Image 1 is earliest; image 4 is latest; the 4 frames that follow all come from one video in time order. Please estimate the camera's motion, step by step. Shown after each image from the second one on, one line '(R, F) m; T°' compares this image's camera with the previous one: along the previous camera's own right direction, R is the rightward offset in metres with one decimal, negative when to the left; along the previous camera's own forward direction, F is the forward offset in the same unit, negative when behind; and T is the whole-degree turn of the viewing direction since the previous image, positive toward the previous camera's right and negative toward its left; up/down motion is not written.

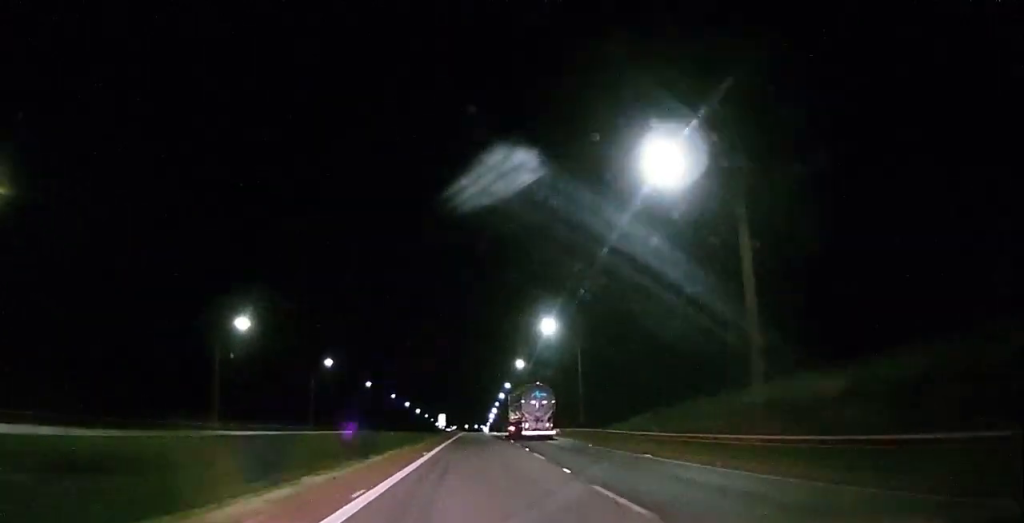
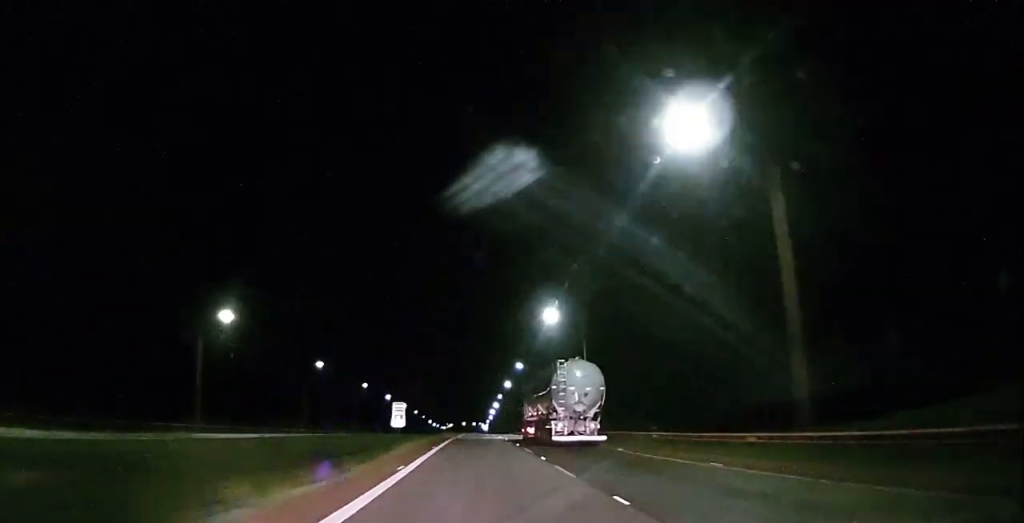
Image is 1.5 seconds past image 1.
(0.0, +44.8) m; 0°
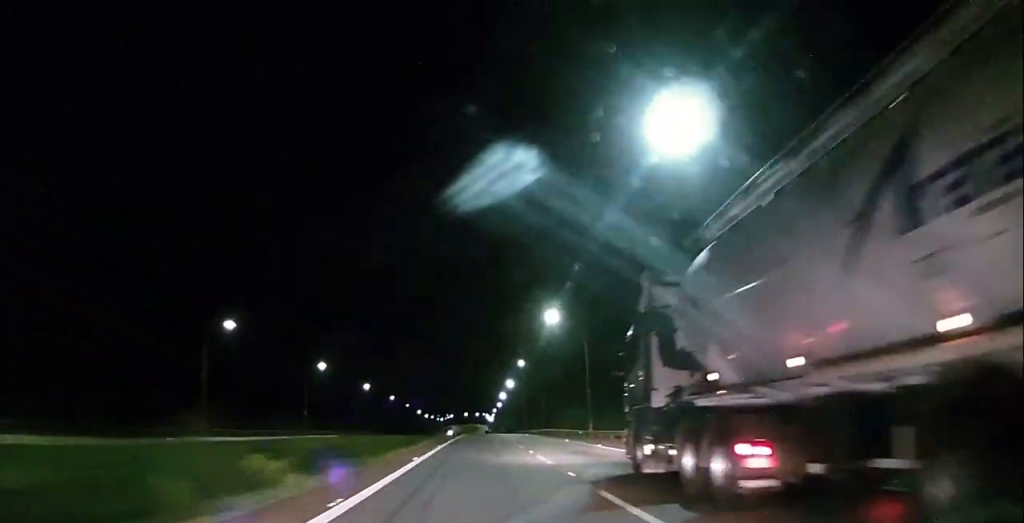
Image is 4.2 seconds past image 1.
(-0.2, +80.9) m; 0°
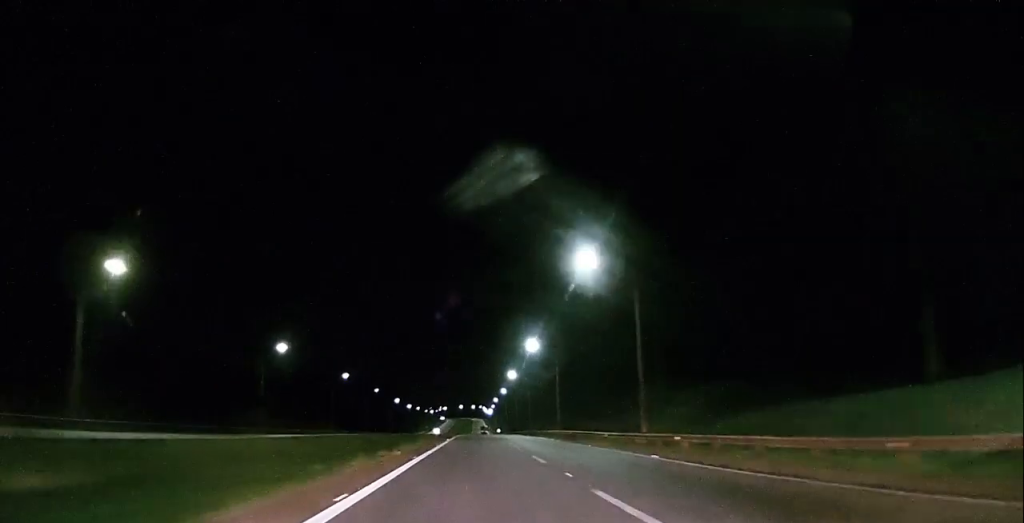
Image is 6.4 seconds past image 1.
(0.0, +61.6) m; 0°
